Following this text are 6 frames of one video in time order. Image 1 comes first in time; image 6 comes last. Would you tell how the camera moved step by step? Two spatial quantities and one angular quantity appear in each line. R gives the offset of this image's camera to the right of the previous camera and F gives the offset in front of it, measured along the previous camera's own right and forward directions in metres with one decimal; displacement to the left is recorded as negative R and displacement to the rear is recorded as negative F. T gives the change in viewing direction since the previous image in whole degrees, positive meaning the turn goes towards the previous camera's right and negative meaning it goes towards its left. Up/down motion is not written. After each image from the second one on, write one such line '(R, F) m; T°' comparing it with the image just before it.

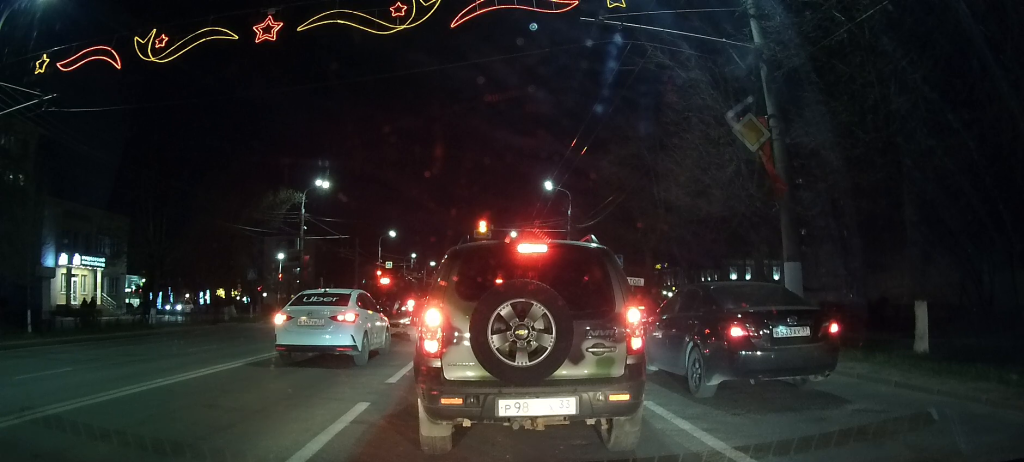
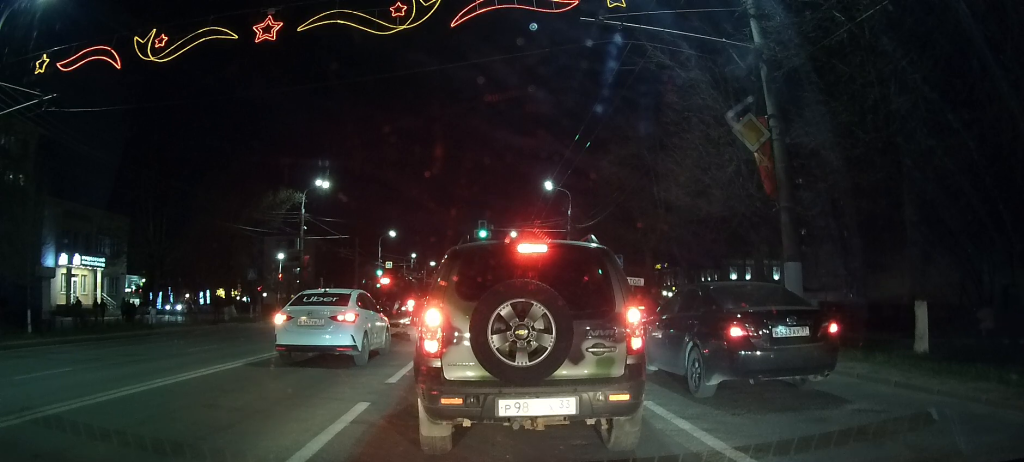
(0.0, 0.0) m; 0°
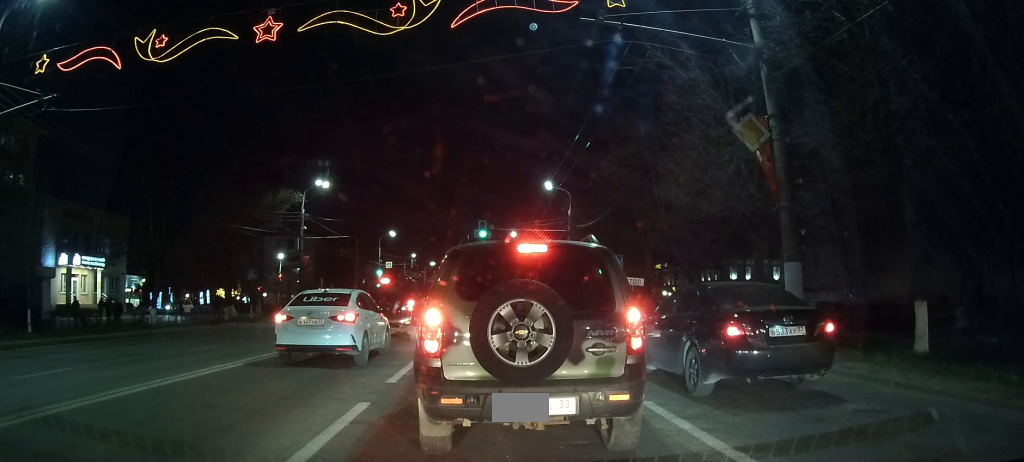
(0.0, 0.0) m; 0°
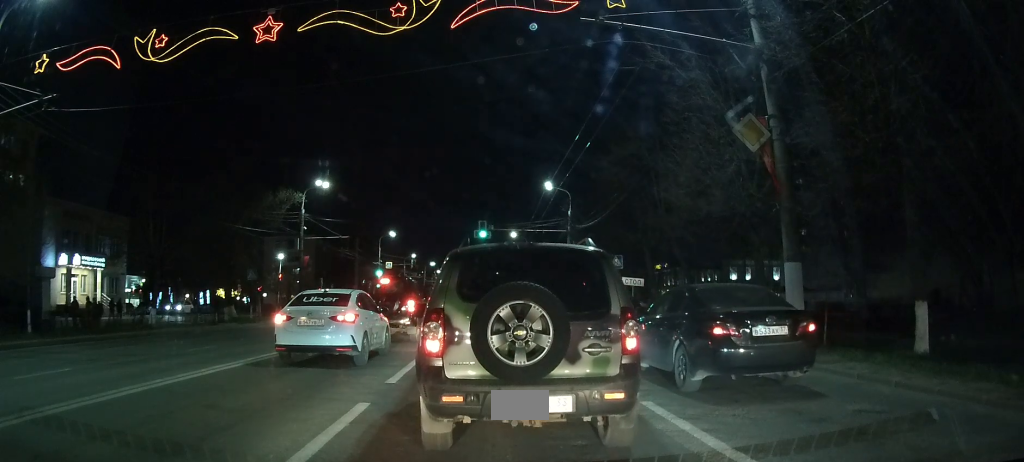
(0.0, +1.0) m; 0°
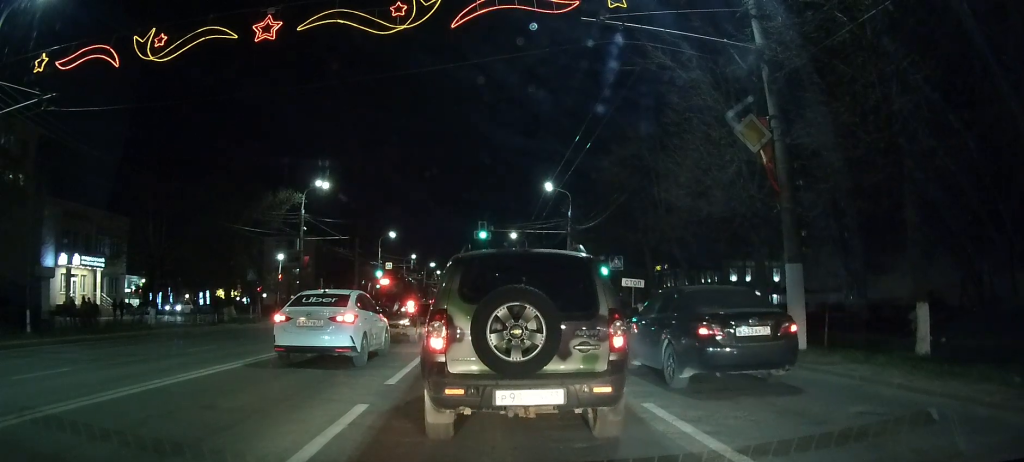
(0.0, +0.9) m; 0°
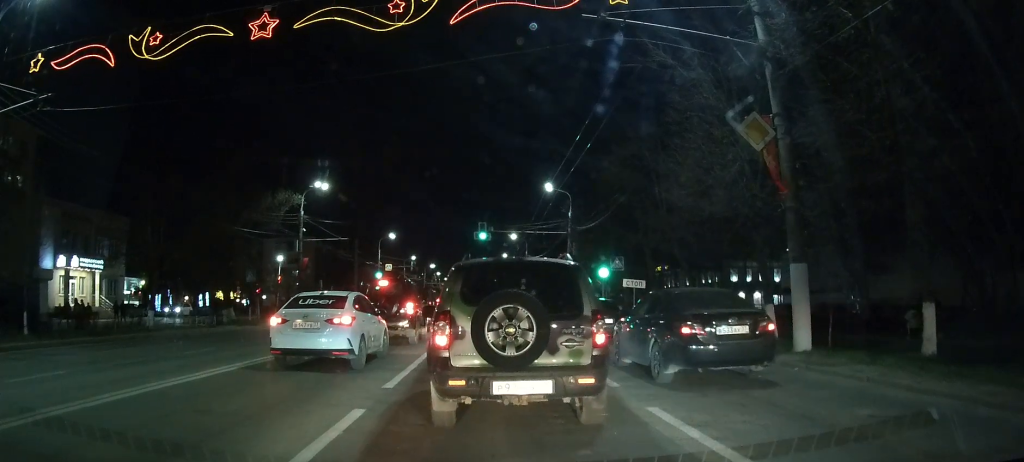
(0.0, +1.1) m; 0°
